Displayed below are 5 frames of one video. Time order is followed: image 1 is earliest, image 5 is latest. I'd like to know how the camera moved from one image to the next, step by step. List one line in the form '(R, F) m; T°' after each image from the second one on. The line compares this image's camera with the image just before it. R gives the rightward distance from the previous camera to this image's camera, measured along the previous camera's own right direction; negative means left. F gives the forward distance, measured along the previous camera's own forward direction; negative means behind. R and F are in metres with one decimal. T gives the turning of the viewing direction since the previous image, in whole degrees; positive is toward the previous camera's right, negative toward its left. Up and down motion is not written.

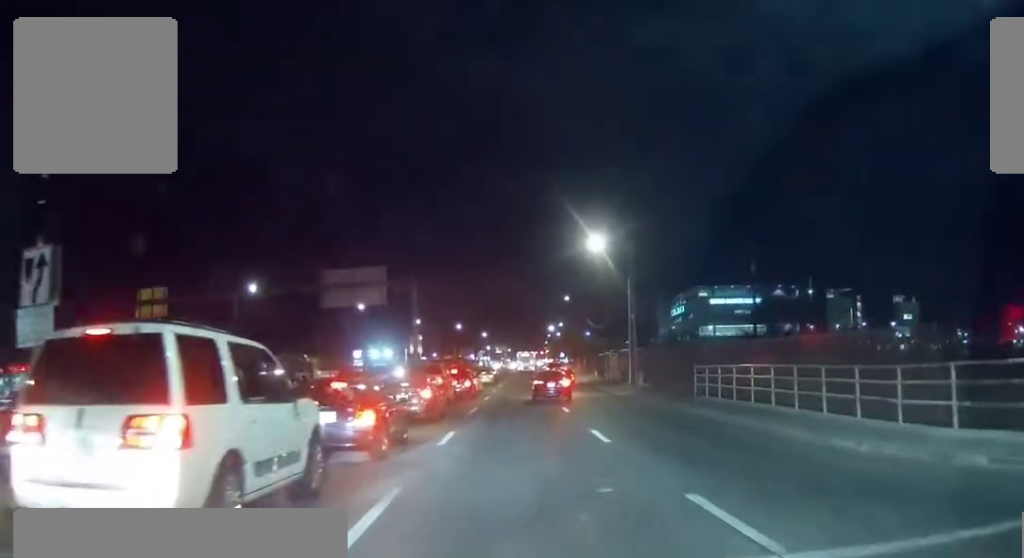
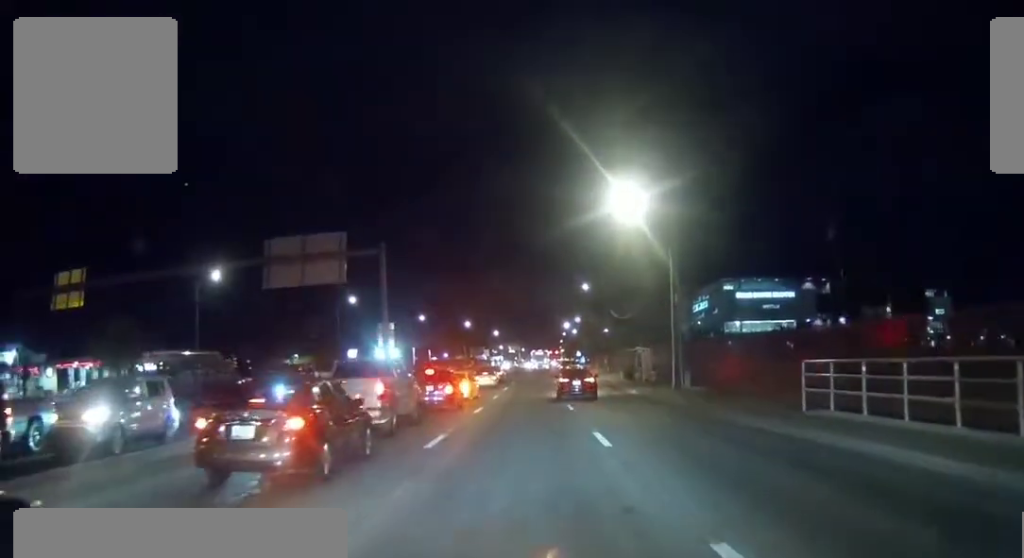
(-0.2, +12.9) m; -2°
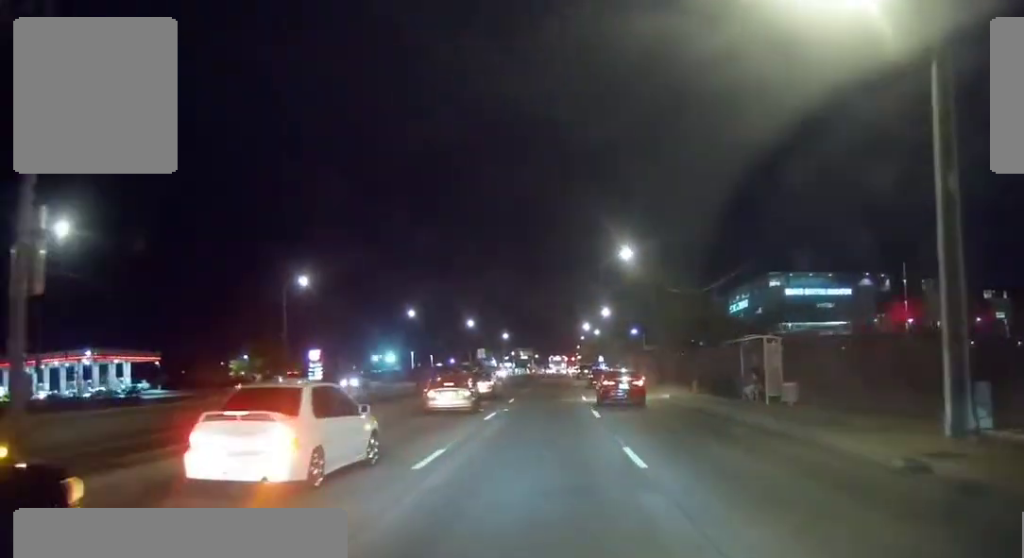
(-0.1, +27.7) m; +1°
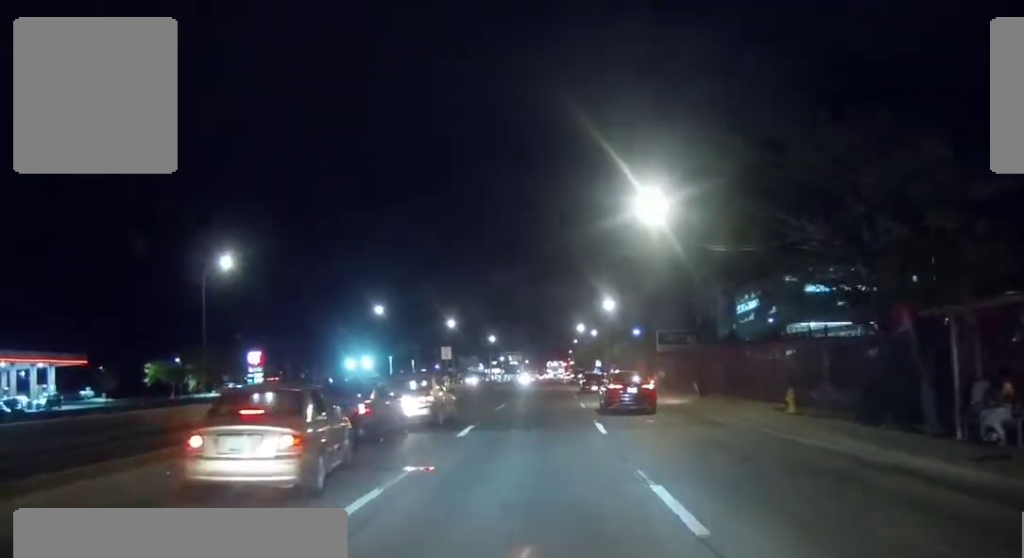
(+0.1, +17.2) m; 0°
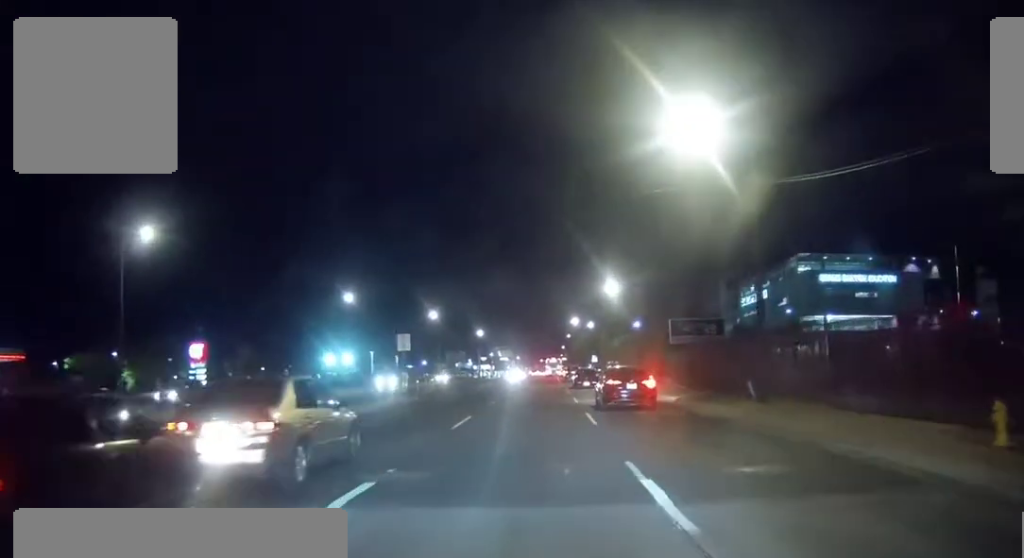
(0.0, +11.7) m; 0°
